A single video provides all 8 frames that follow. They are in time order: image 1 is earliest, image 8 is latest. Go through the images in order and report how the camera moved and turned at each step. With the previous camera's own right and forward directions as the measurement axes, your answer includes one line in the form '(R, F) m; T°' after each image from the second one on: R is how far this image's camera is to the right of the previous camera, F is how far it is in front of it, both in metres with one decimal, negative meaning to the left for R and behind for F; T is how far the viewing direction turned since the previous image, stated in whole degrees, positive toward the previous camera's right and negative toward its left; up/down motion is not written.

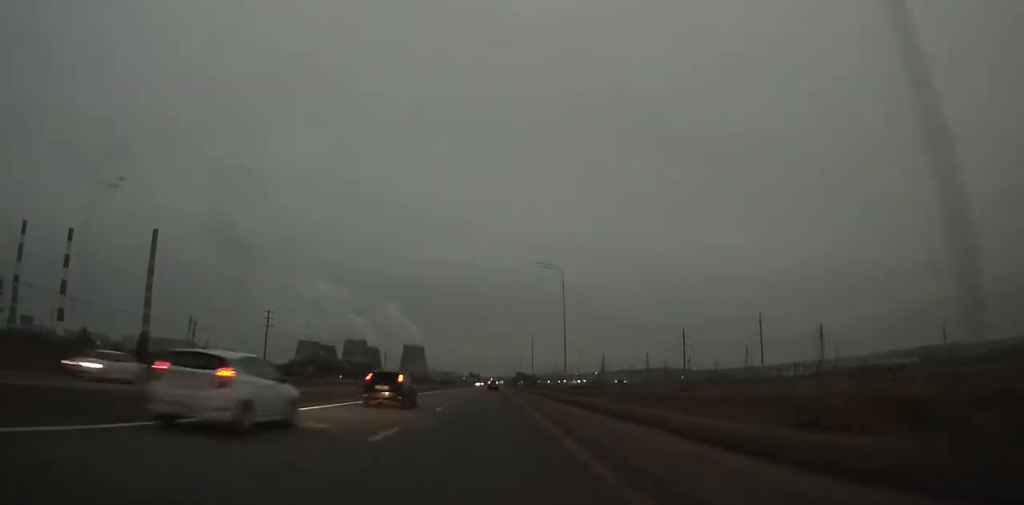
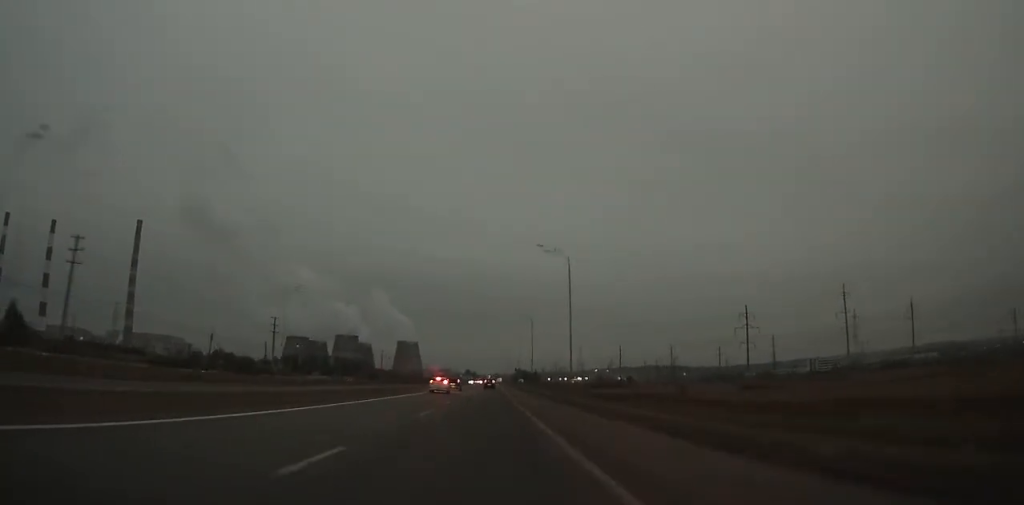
(0.0, +51.7) m; 0°
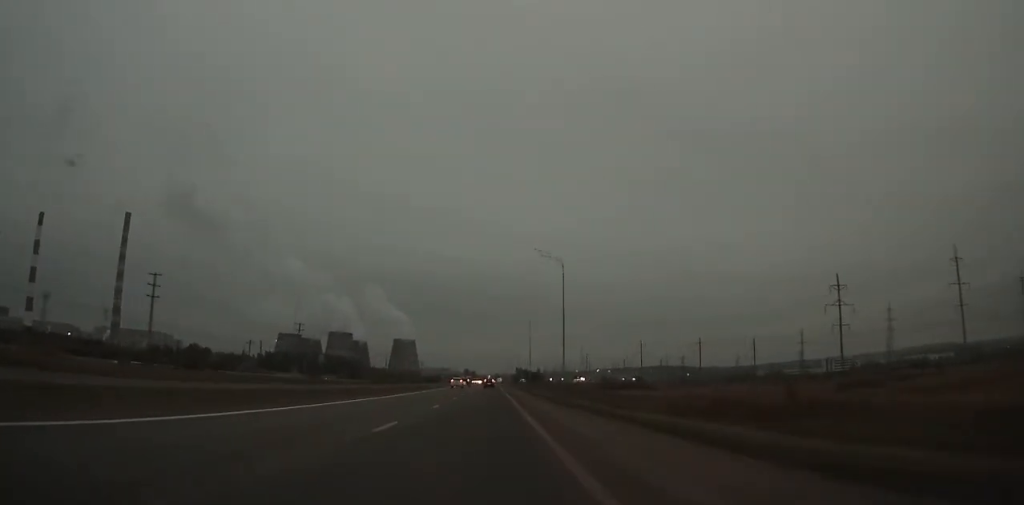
(-0.1, +41.1) m; 0°
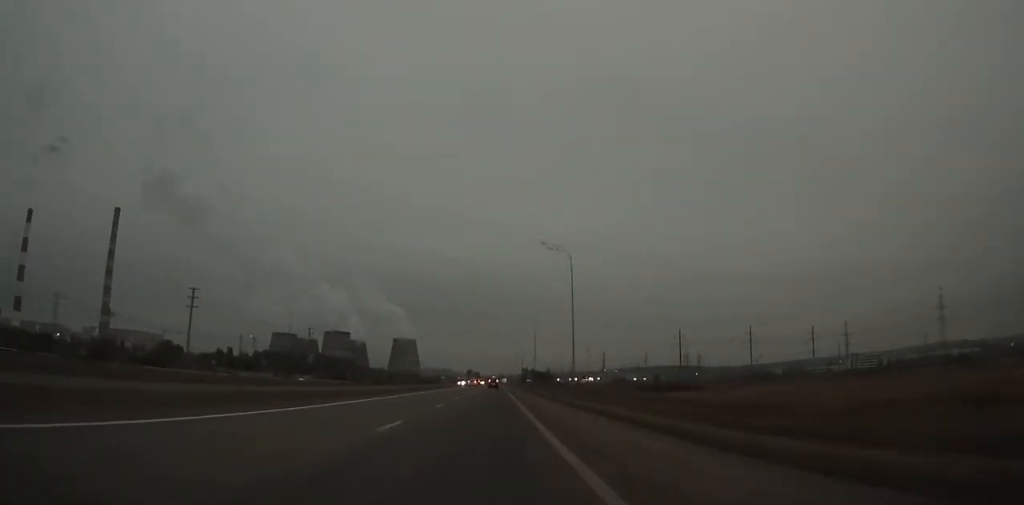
(+0.2, +48.3) m; 0°
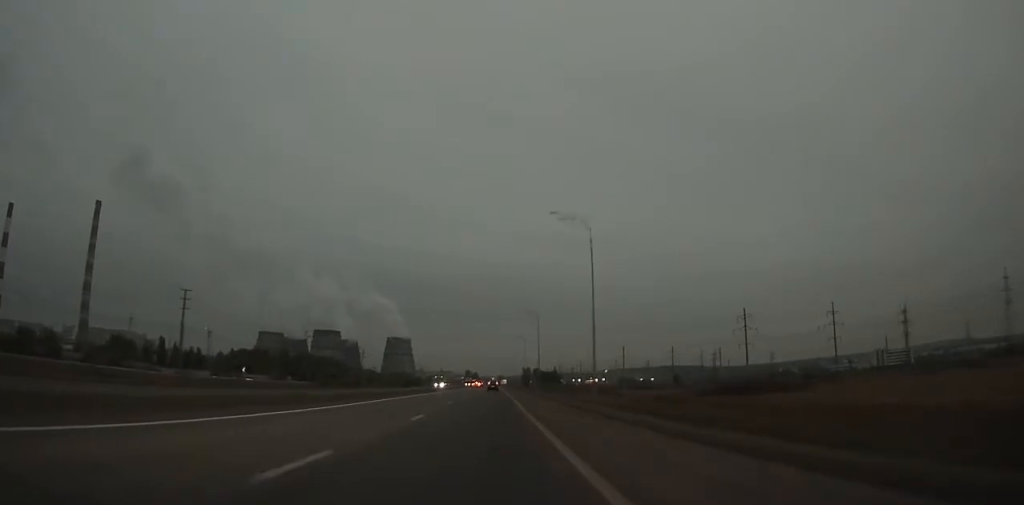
(0.0, +53.8) m; 0°
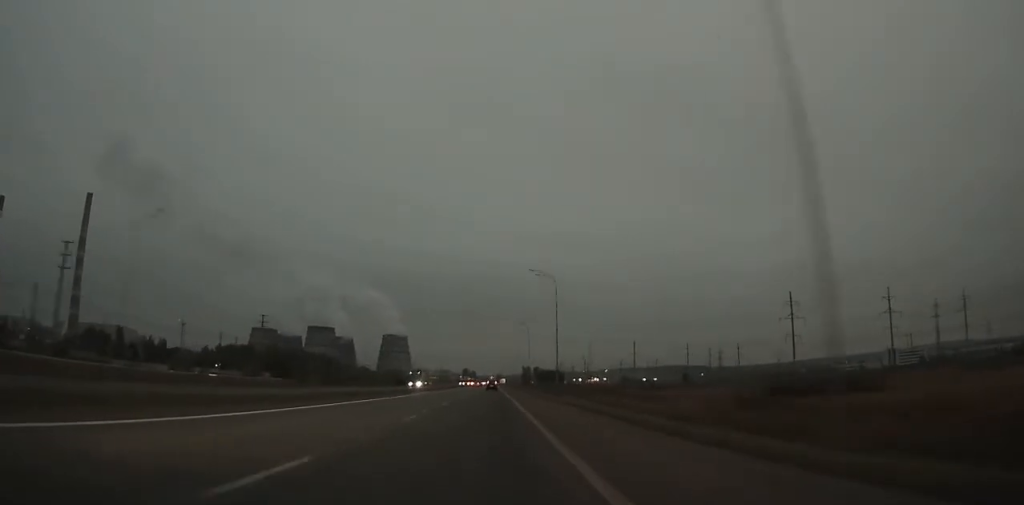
(0.0, +25.5) m; 0°
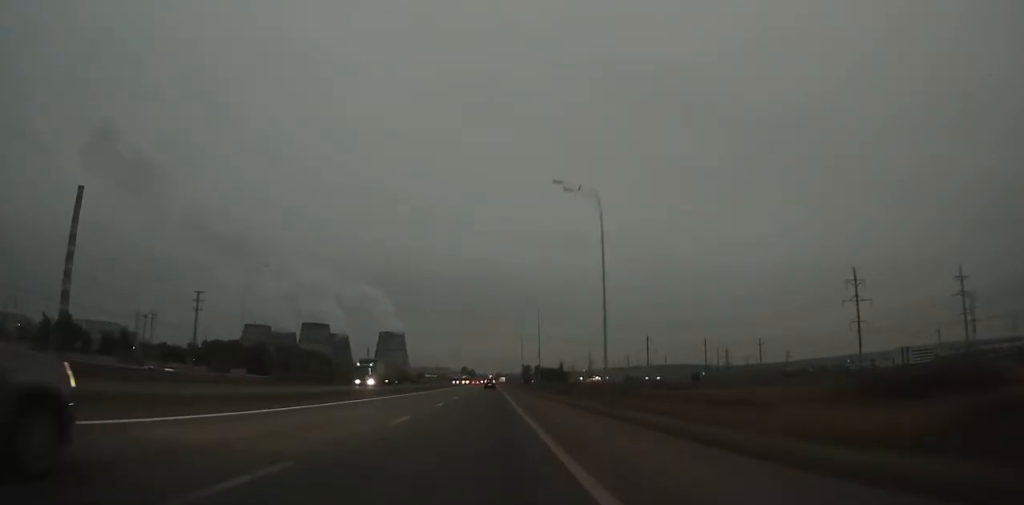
(+0.1, +23.8) m; 0°
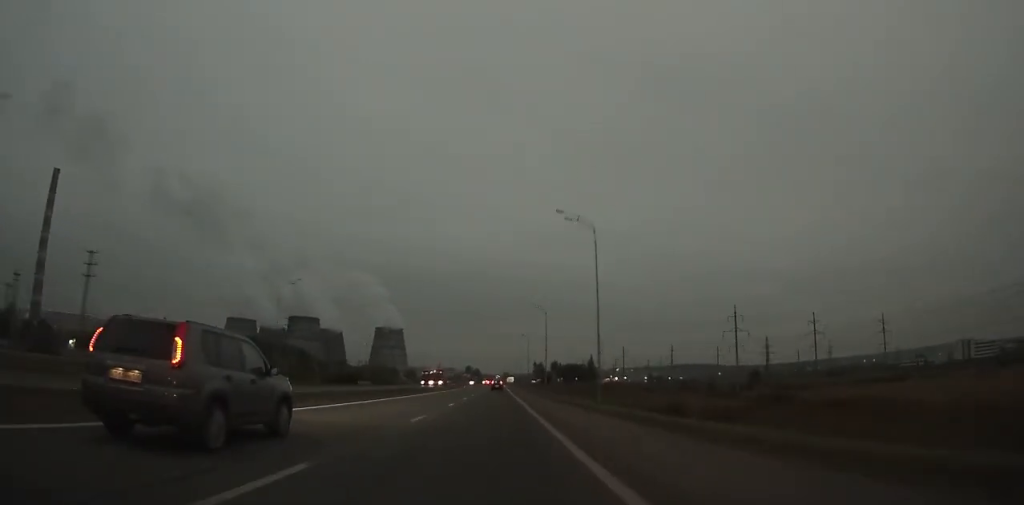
(-0.3, +84.7) m; 0°
